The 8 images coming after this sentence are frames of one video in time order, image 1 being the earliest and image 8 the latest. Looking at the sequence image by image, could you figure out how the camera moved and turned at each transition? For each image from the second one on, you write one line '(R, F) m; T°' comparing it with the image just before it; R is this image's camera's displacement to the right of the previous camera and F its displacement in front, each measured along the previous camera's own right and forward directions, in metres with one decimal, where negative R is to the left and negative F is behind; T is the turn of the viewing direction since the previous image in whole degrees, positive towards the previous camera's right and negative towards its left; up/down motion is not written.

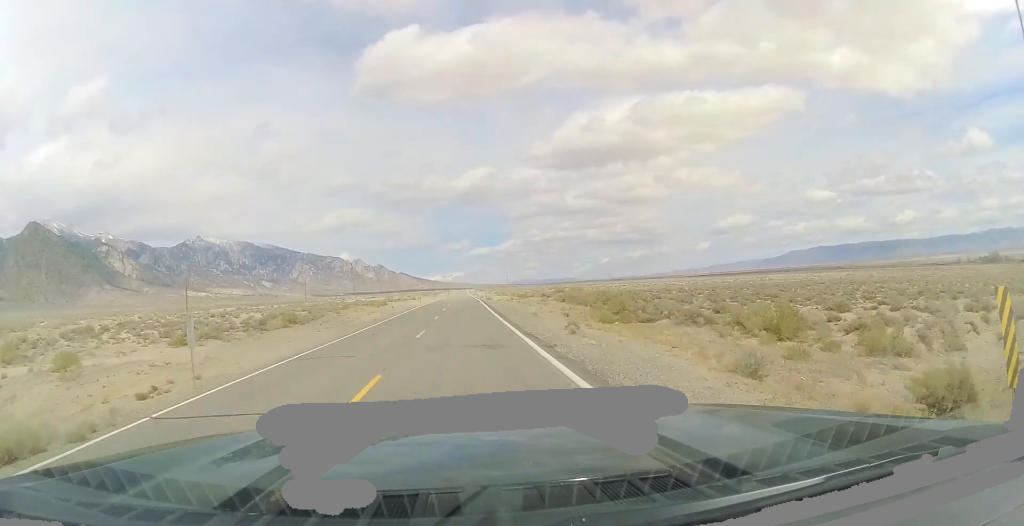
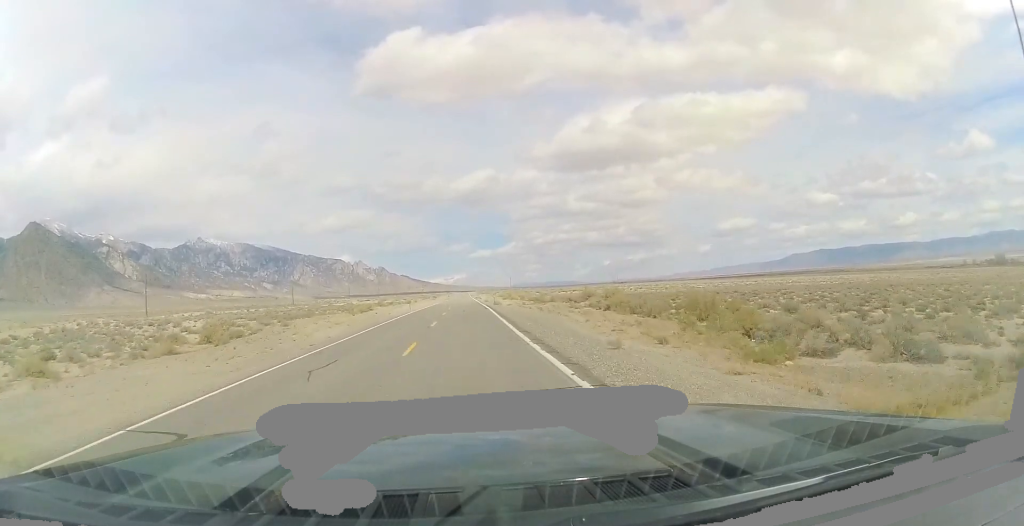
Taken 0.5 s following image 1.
(-0.1, +17.2) m; 0°
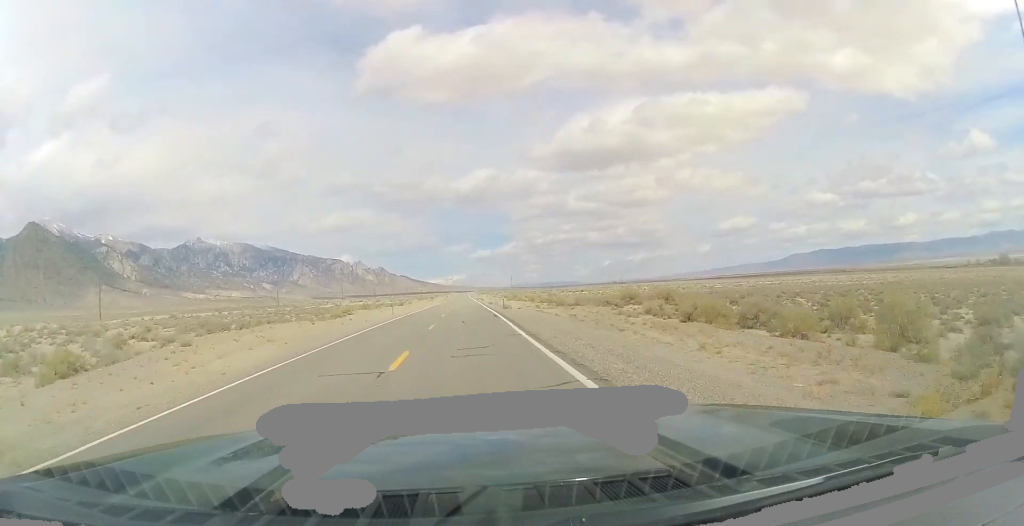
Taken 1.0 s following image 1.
(-0.1, +15.1) m; 0°
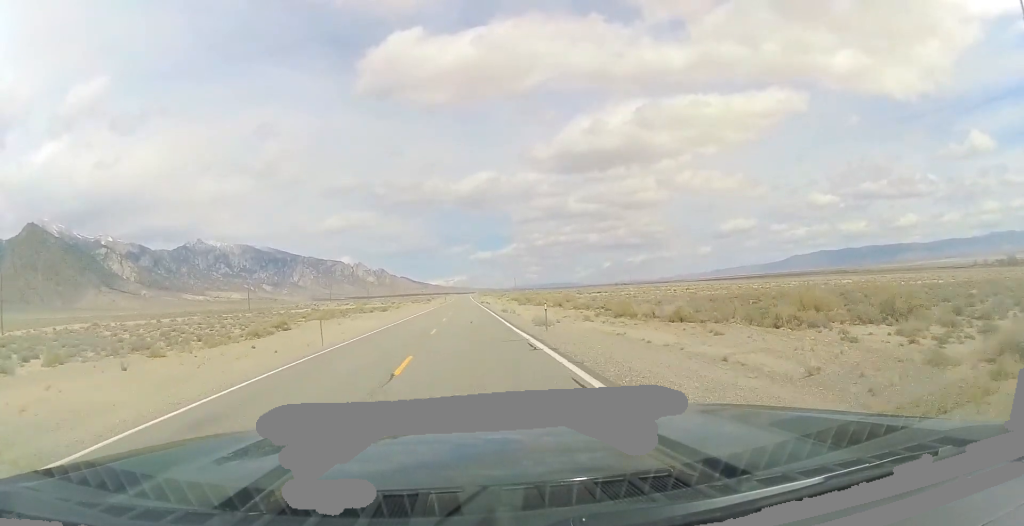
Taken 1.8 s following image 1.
(+0.2, +24.9) m; -1°
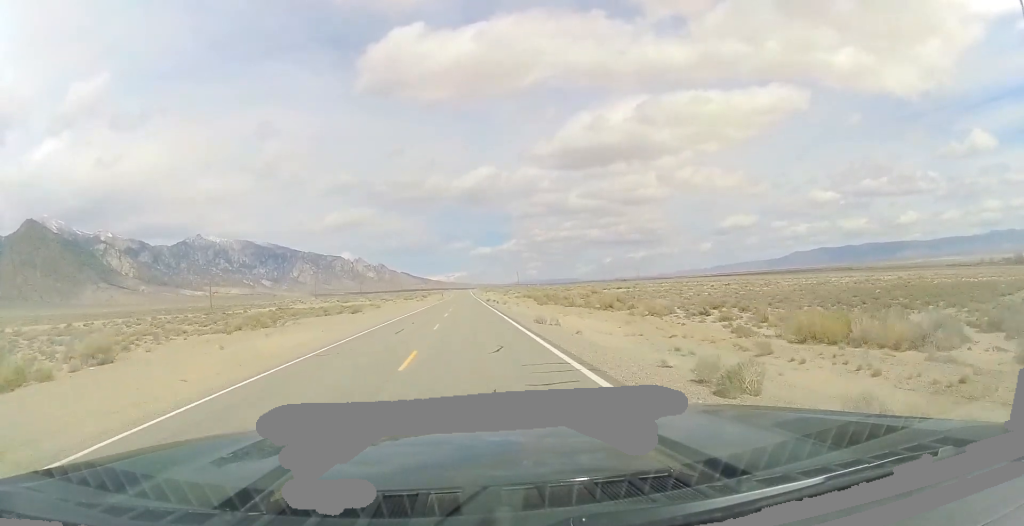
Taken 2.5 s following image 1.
(-0.4, +23.9) m; -1°
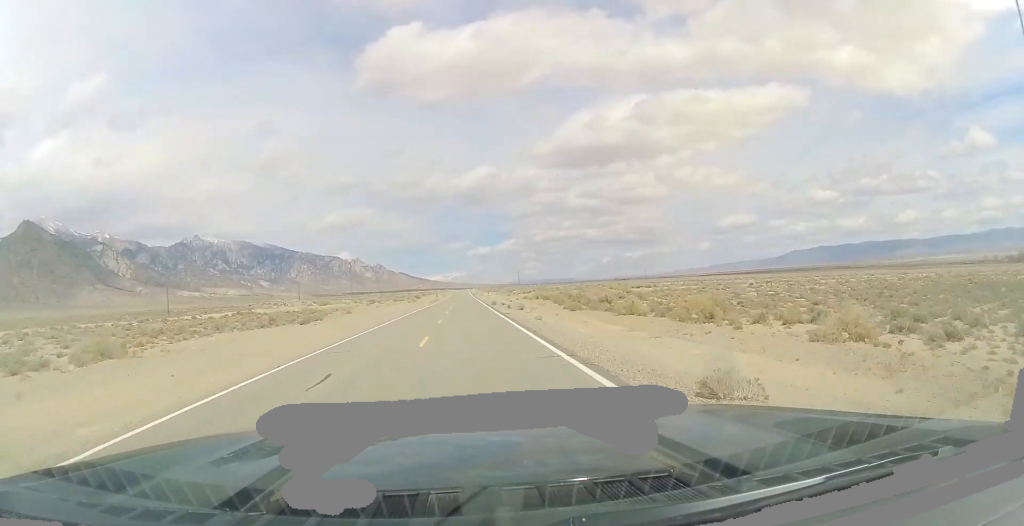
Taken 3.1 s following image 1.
(-0.2, +19.6) m; 0°
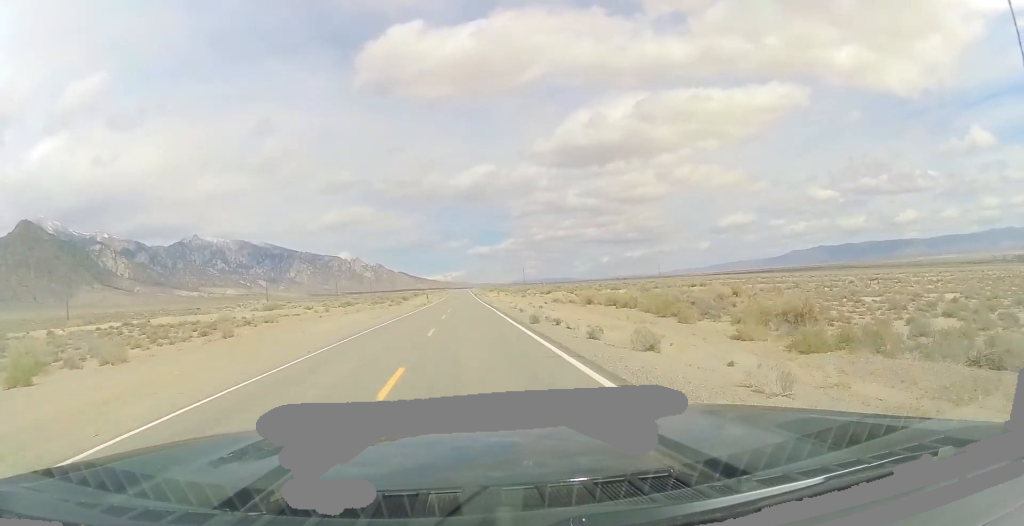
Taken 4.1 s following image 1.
(+0.4, +33.7) m; +1°
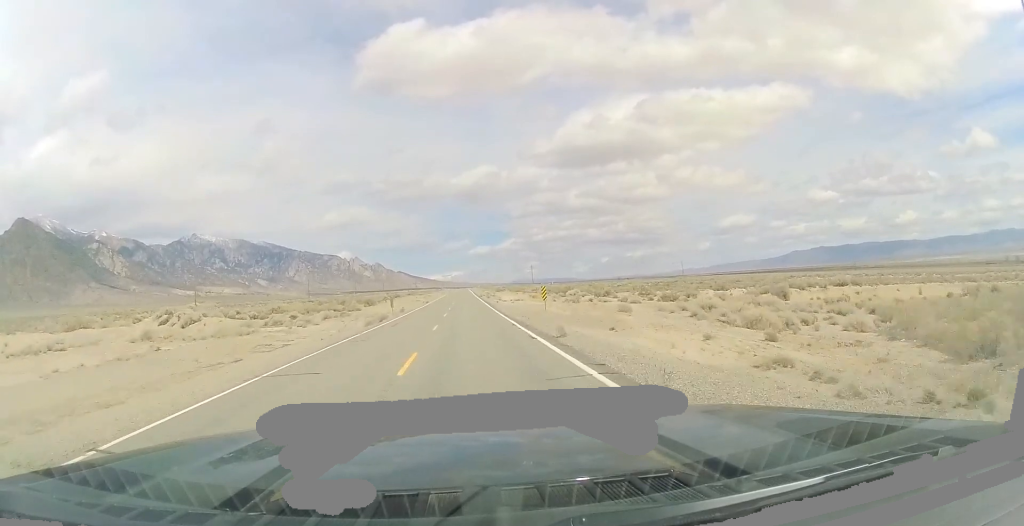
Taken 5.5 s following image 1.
(+0.3, +45.8) m; +1°
